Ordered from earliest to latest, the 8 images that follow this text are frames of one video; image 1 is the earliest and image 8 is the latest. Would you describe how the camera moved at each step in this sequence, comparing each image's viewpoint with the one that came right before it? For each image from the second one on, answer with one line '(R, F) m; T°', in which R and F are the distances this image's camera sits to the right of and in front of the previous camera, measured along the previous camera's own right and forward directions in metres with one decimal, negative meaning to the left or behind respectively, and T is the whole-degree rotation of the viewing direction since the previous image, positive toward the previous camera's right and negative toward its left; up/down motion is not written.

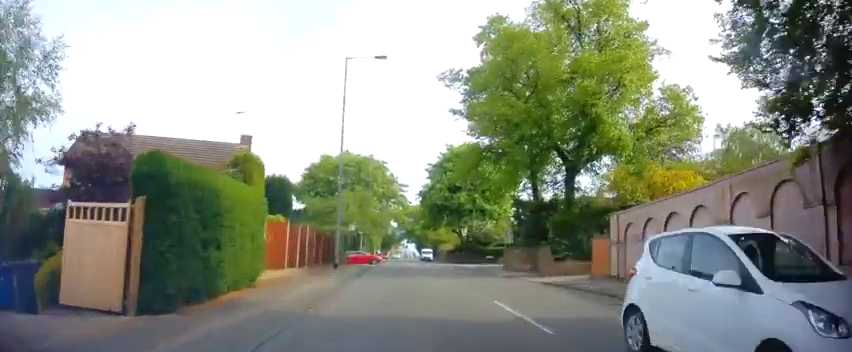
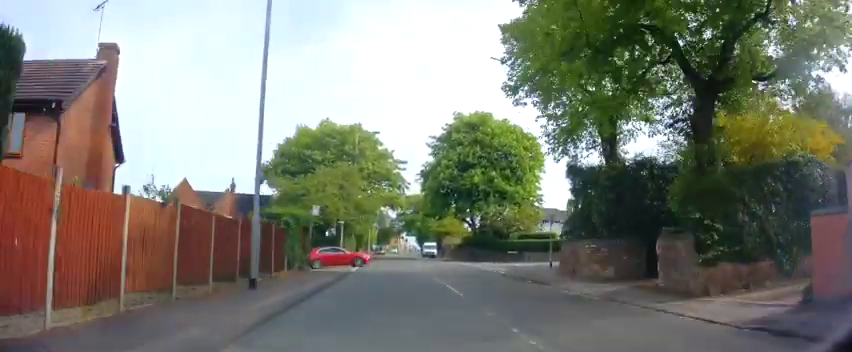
(0.0, +13.6) m; 0°
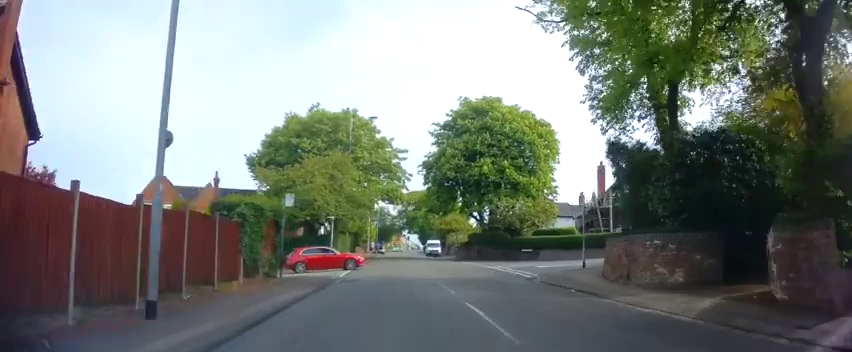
(0.0, +5.3) m; 0°
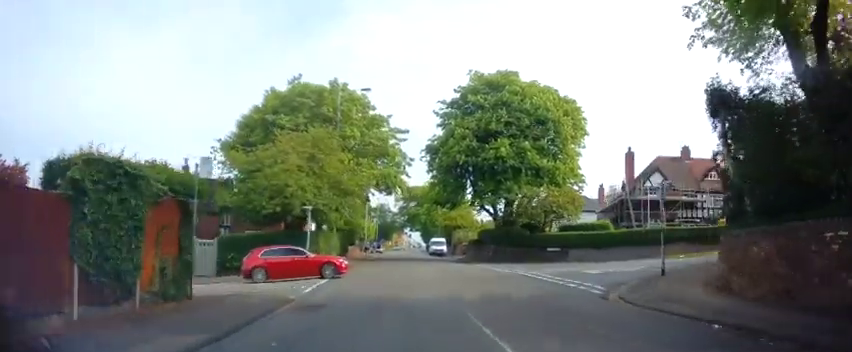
(0.0, +7.5) m; 0°
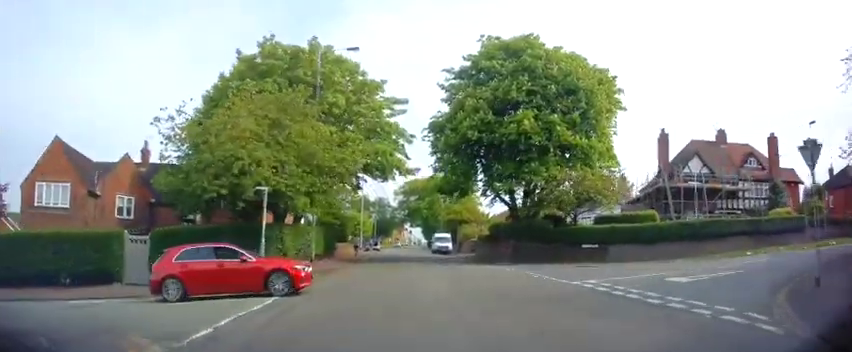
(+0.1, +7.1) m; -1°
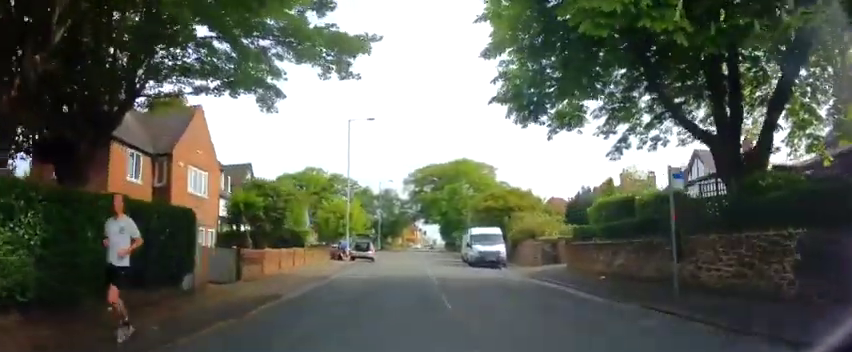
(-0.7, +24.1) m; -1°
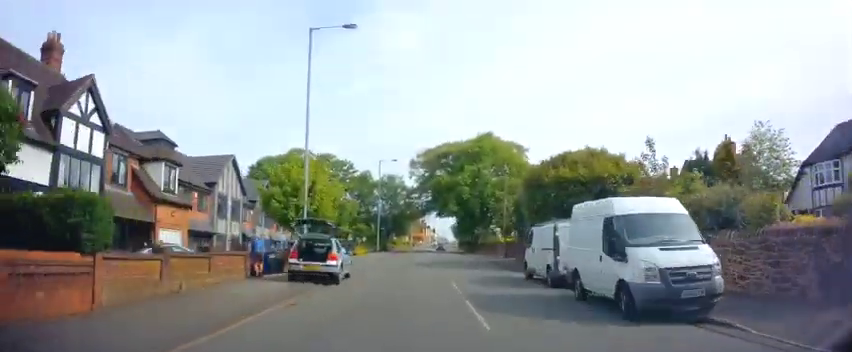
(-0.1, +18.5) m; -3°
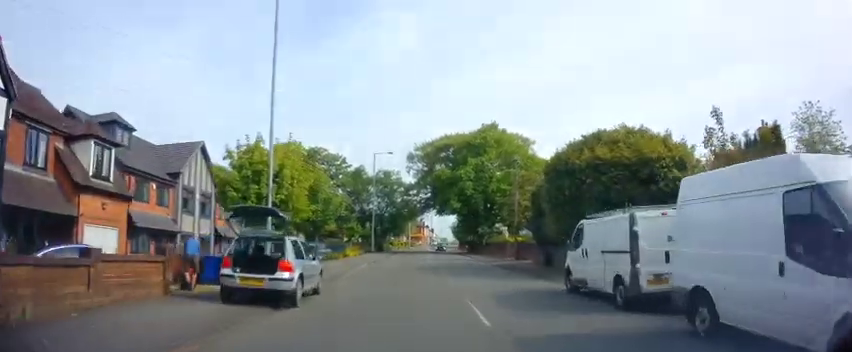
(0.0, +5.2) m; -1°
